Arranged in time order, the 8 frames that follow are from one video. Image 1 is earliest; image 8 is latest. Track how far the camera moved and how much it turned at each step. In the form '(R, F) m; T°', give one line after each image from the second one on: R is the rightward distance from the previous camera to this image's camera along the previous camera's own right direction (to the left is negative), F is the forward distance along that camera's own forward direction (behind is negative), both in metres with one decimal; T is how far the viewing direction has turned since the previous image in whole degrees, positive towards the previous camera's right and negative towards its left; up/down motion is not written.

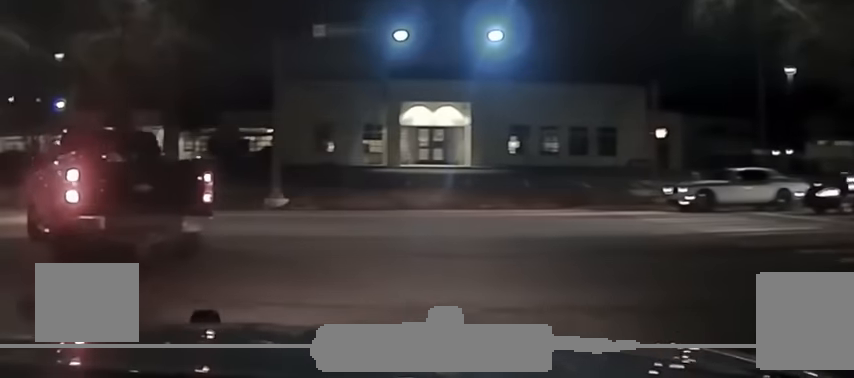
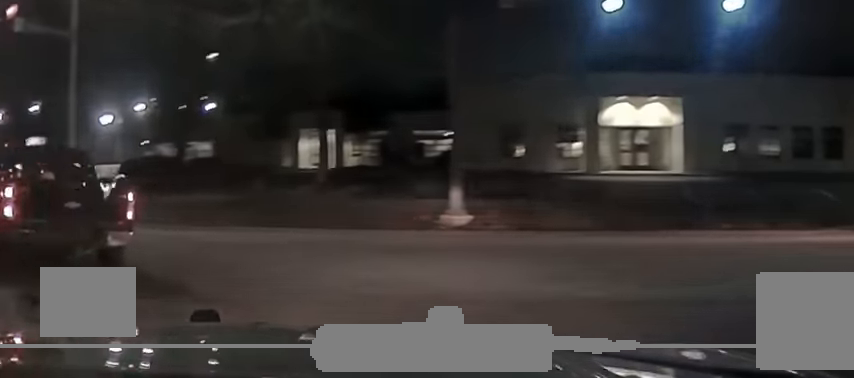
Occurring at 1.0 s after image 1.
(-0.9, +6.3) m; -16°
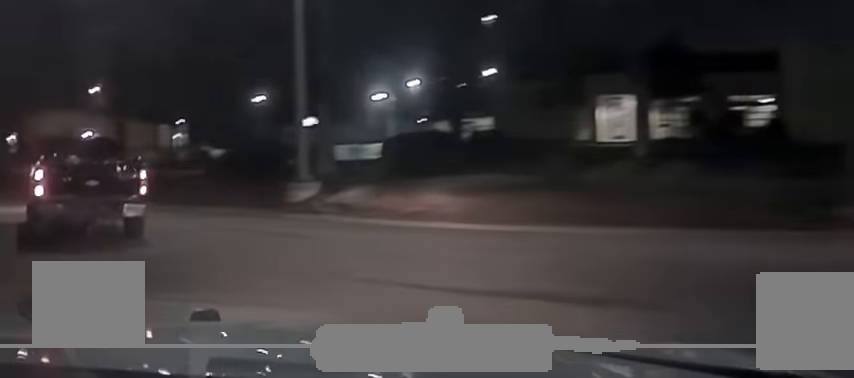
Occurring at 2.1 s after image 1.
(-1.3, +6.9) m; -19°
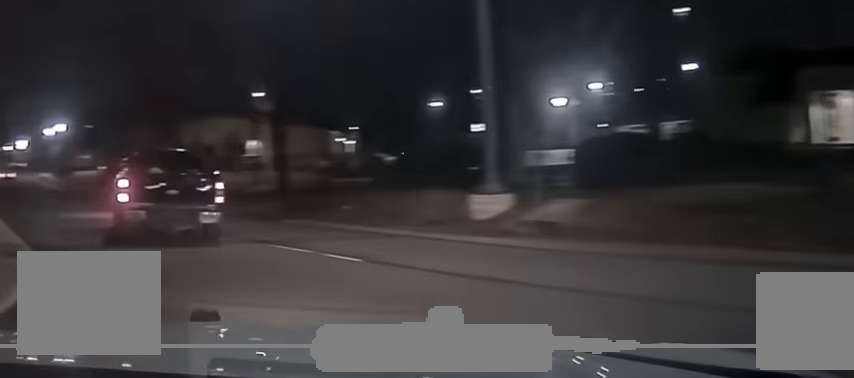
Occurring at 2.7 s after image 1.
(-0.4, +4.2) m; -11°
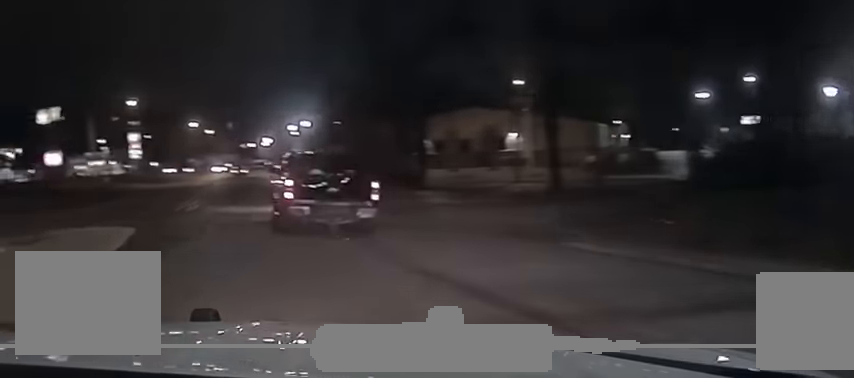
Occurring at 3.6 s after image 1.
(-1.2, +7.2) m; -17°
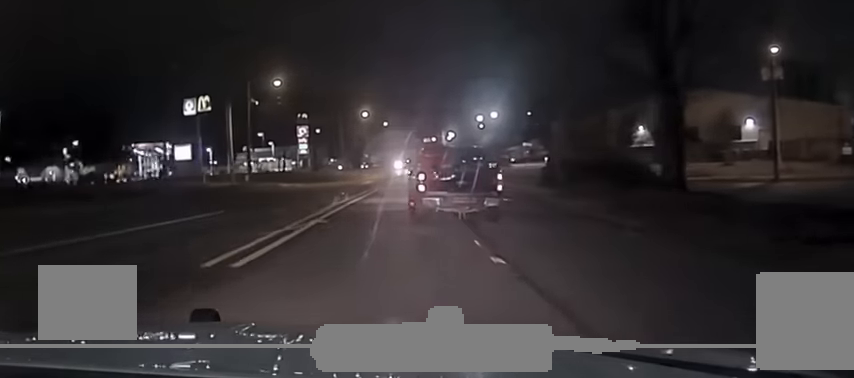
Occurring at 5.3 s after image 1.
(-2.7, +15.0) m; -16°
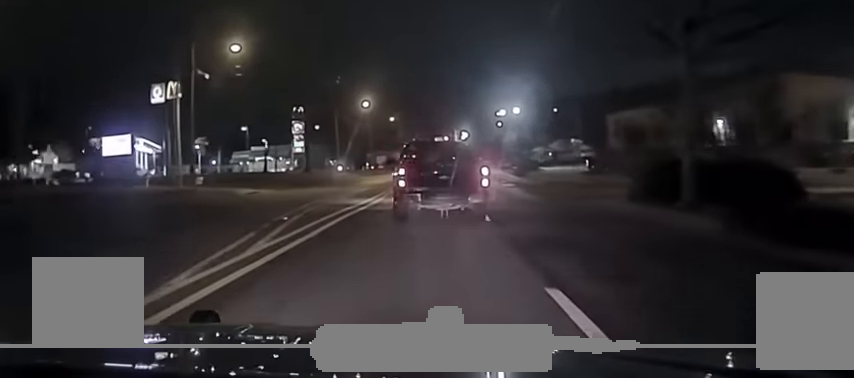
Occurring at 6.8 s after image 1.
(-1.1, +16.9) m; -4°
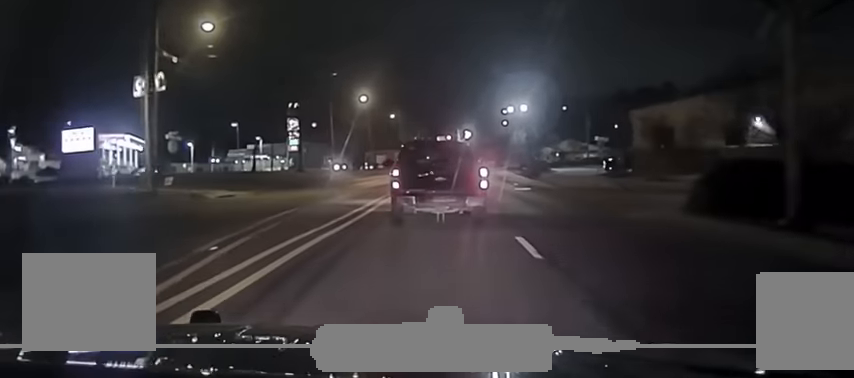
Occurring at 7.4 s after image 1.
(0.0, +6.9) m; 0°
